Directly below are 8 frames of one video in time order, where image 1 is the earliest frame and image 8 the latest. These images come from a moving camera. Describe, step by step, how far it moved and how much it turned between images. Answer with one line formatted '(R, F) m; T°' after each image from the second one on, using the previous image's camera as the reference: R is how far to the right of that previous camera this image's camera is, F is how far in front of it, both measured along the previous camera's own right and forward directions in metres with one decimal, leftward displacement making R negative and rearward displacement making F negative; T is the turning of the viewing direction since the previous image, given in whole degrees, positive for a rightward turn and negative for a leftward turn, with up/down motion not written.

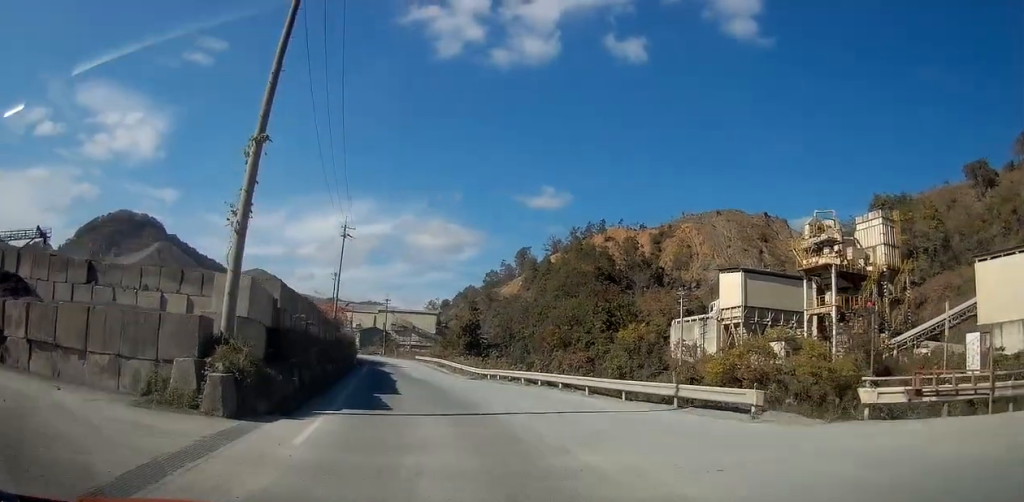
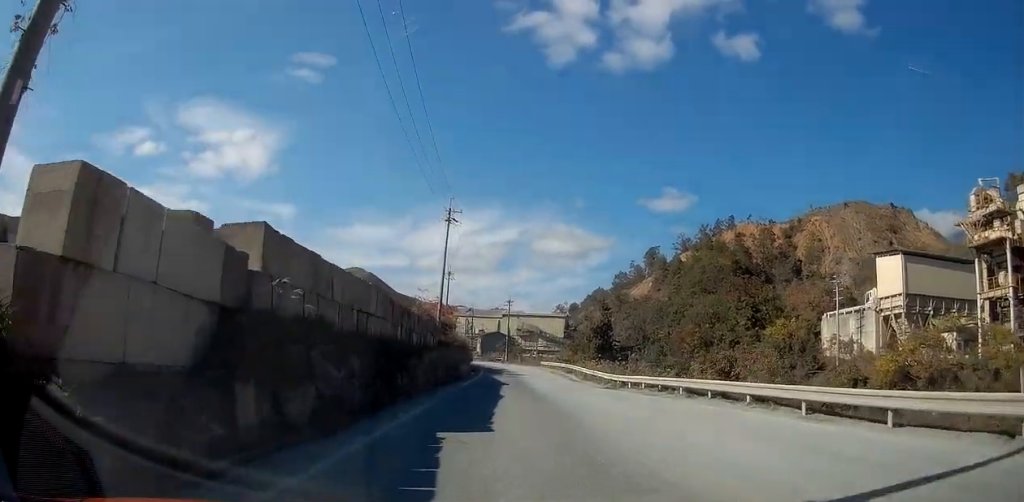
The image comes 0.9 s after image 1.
(-1.3, +10.4) m; -8°
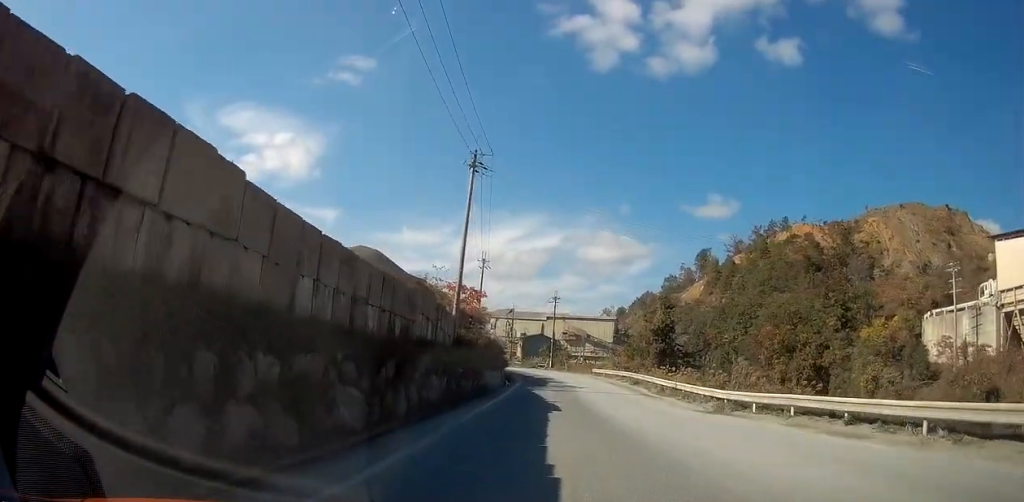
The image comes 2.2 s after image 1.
(-0.6, +15.5) m; -3°
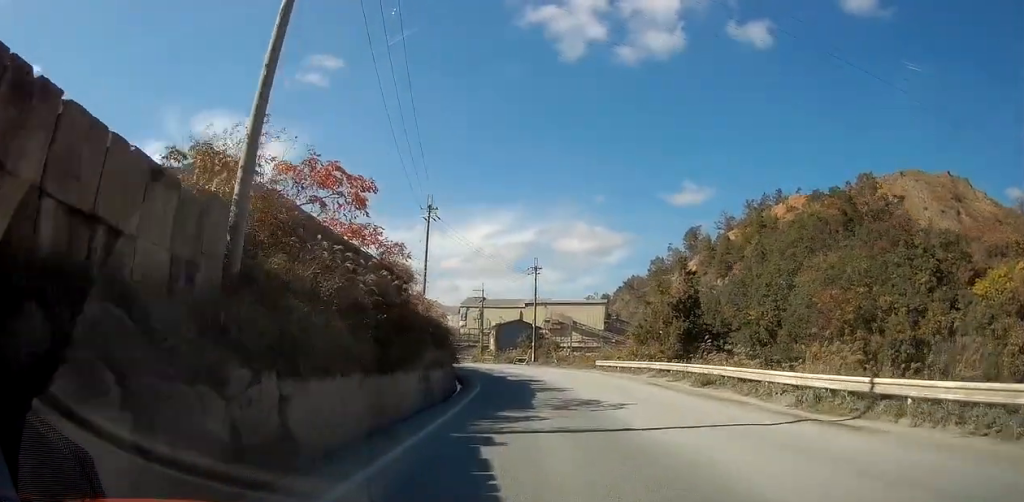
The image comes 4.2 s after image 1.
(+0.3, +23.7) m; 0°
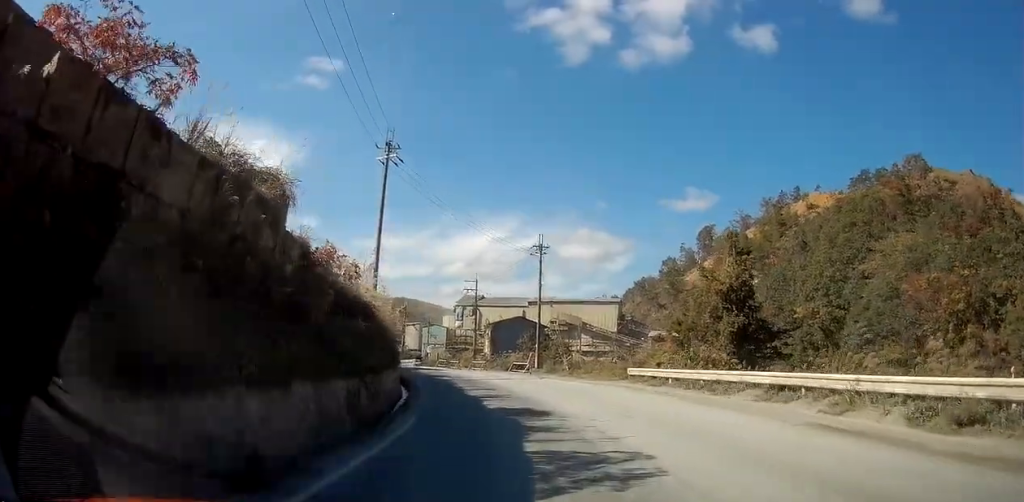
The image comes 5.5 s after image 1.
(-0.3, +16.3) m; 0°
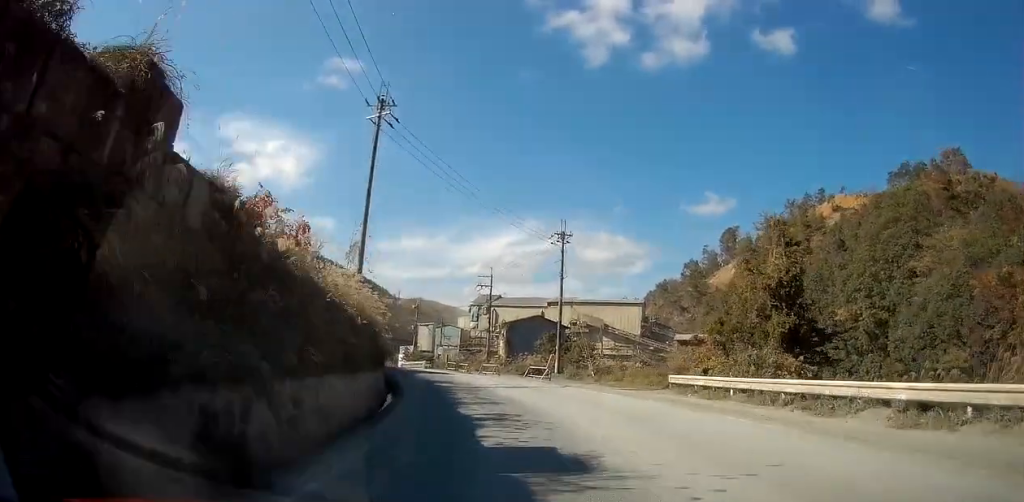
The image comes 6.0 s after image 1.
(+0.3, +6.8) m; -1°
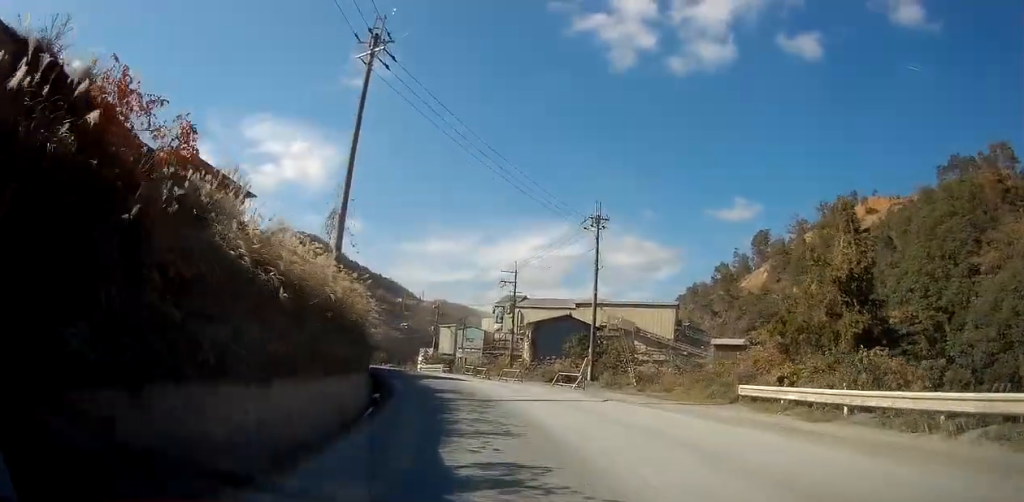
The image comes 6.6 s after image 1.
(-0.3, +6.8) m; -3°
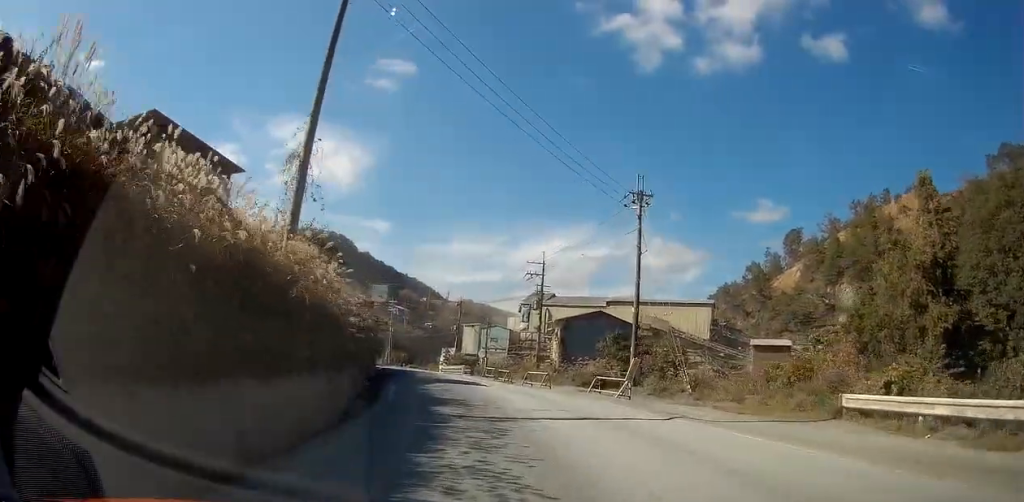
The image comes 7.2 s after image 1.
(-0.2, +6.1) m; -3°
